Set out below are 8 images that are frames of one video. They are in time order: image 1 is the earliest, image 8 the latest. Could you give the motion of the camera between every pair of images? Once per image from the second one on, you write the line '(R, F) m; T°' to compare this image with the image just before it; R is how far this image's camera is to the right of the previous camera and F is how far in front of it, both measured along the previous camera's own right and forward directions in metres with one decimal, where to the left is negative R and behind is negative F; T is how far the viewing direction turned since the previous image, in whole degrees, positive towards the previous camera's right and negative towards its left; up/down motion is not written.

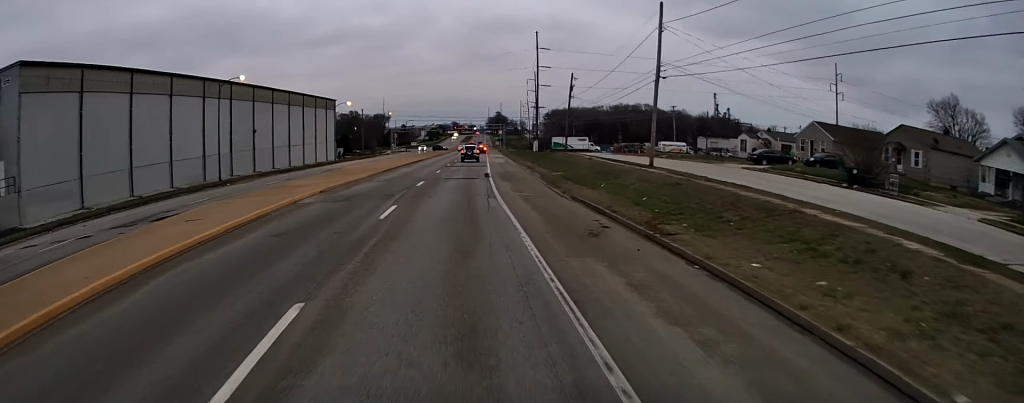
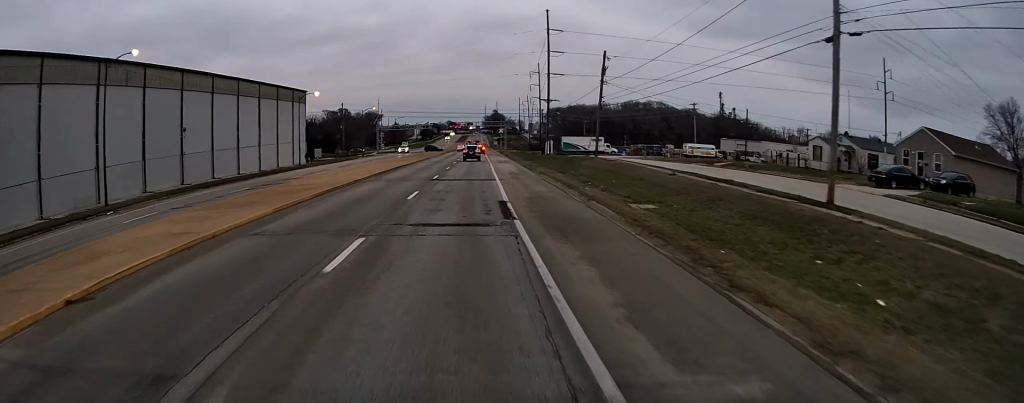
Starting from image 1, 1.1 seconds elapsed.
(+0.1, +18.6) m; 0°
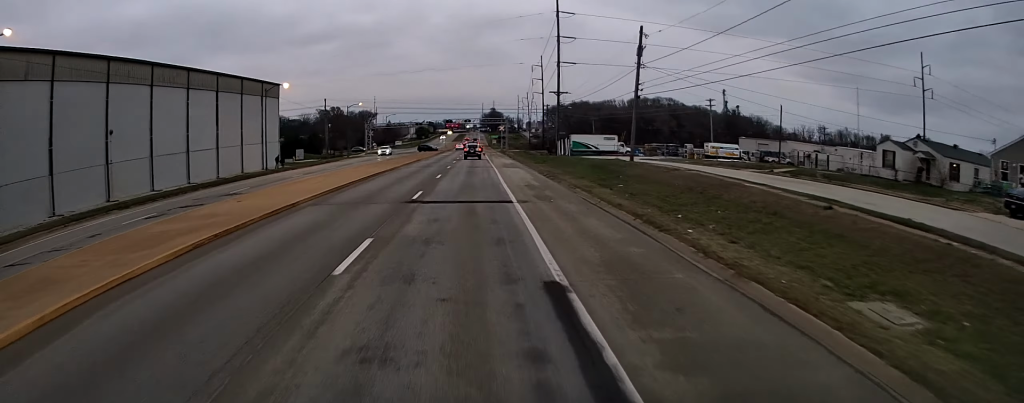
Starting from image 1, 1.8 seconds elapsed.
(-0.1, +12.2) m; 0°
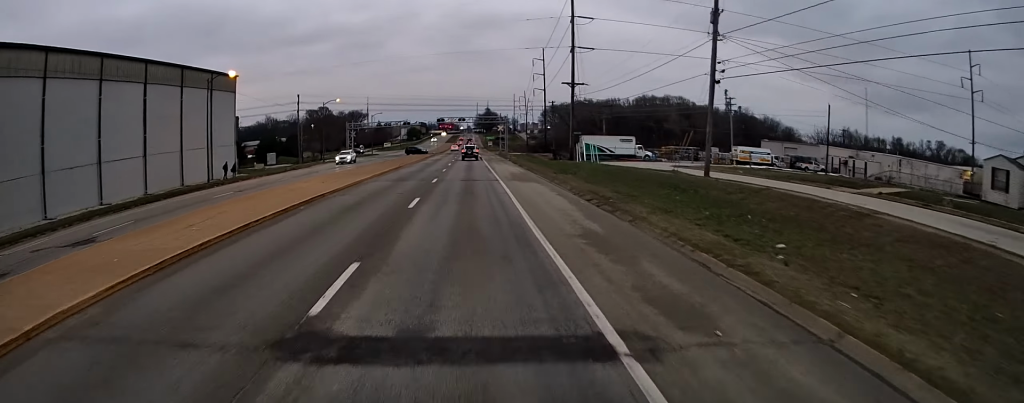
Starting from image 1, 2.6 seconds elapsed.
(+0.2, +14.0) m; +1°
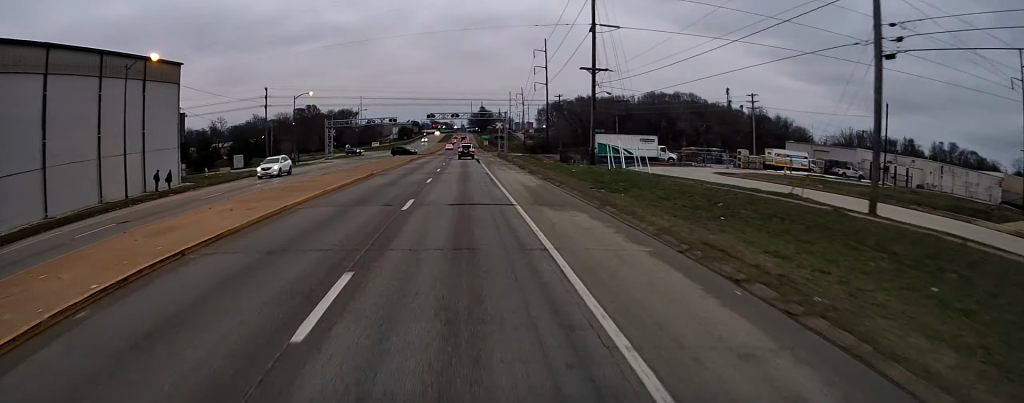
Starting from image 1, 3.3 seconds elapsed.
(0.0, +12.8) m; 0°
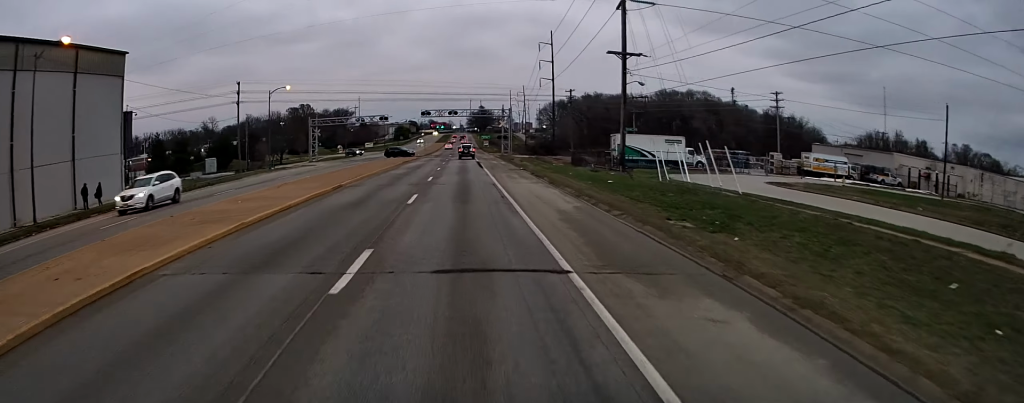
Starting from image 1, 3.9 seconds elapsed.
(0.0, +10.0) m; 0°
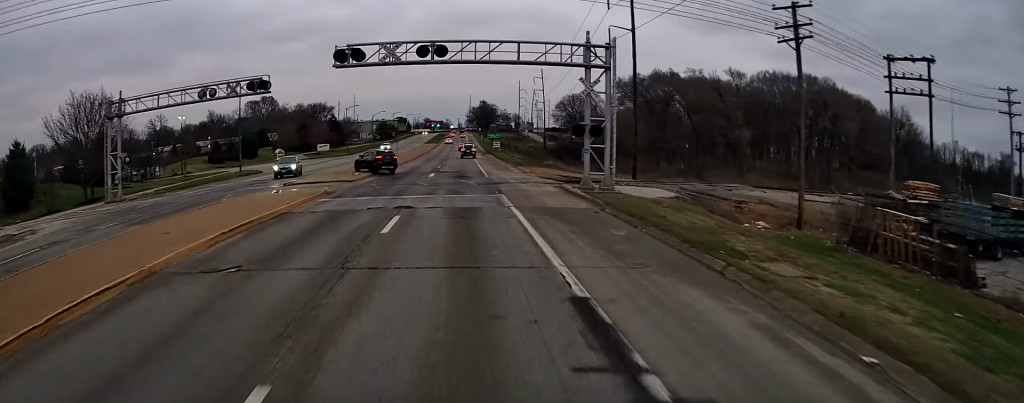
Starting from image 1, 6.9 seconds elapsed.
(+0.2, +55.5) m; +1°
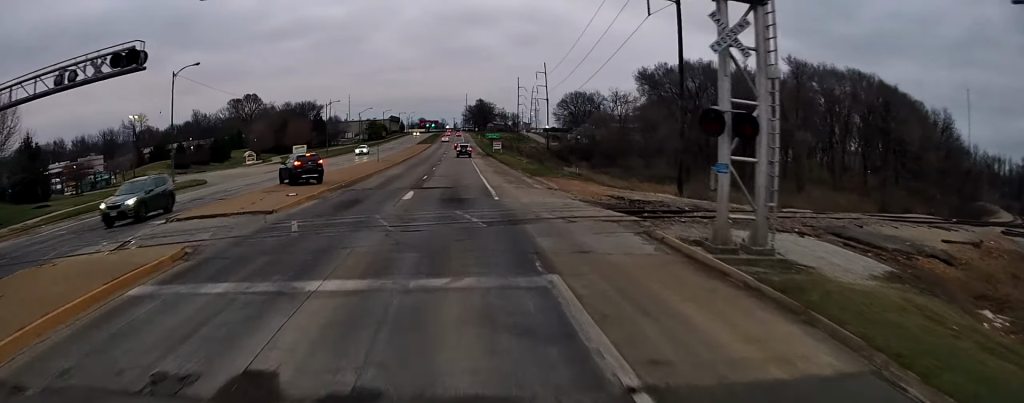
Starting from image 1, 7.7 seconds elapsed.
(+0.2, +14.6) m; 0°
